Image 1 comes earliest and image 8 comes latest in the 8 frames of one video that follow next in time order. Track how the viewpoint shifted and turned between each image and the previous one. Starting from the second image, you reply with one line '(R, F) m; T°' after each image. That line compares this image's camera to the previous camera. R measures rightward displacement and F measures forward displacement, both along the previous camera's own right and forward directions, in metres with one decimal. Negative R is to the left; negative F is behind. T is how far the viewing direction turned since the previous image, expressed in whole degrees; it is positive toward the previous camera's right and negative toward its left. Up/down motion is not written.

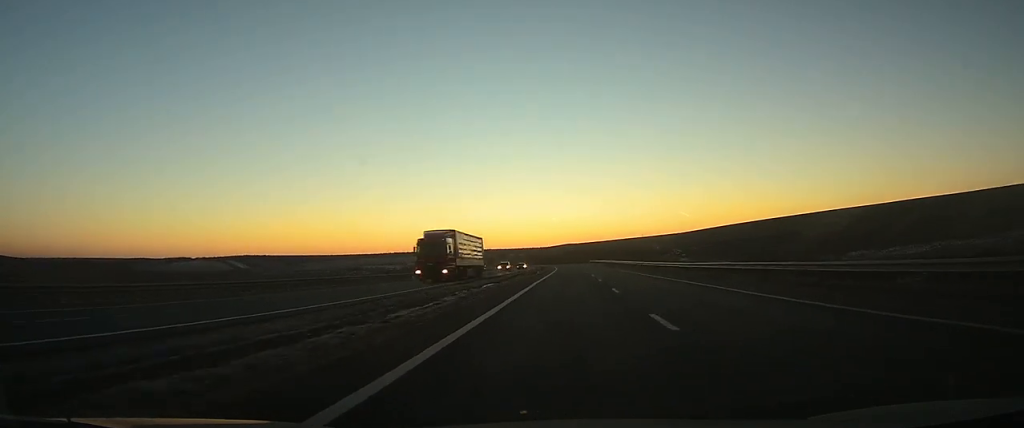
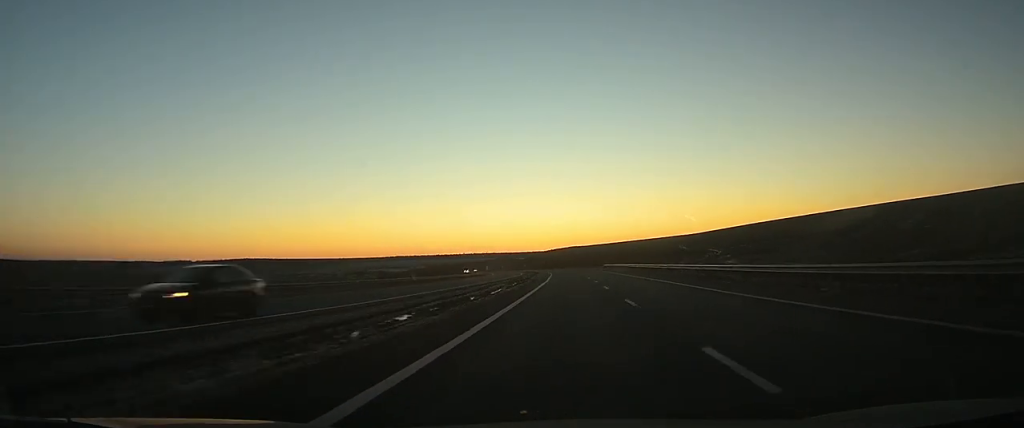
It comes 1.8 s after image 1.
(0.0, +53.1) m; -1°
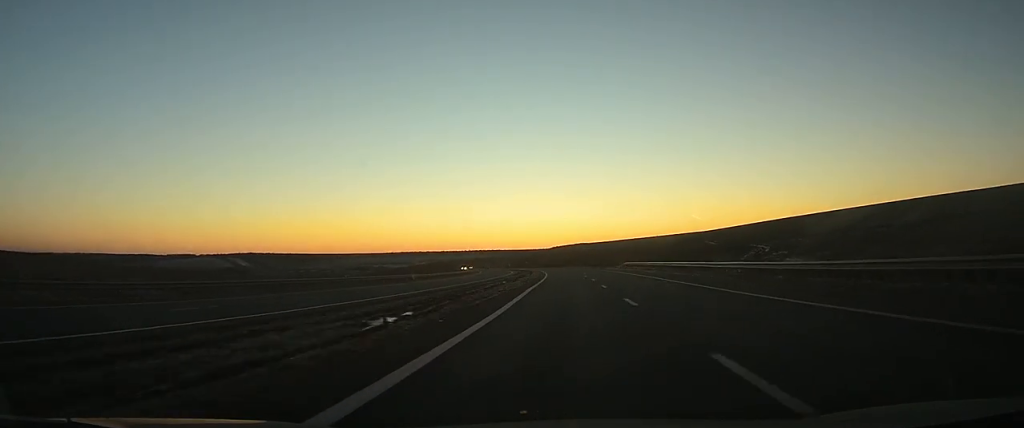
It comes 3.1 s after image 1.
(-0.3, +35.5) m; -1°
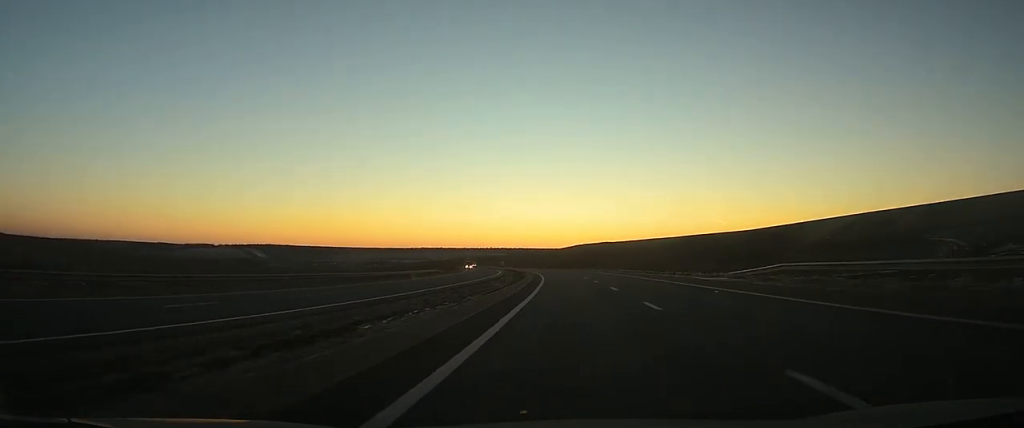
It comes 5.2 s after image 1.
(-0.9, +58.9) m; -2°
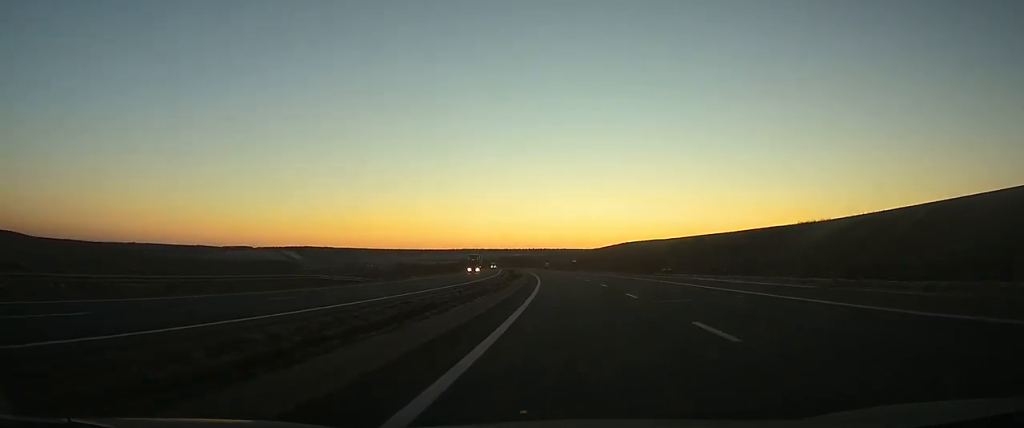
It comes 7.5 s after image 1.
(-1.1, +67.6) m; -3°
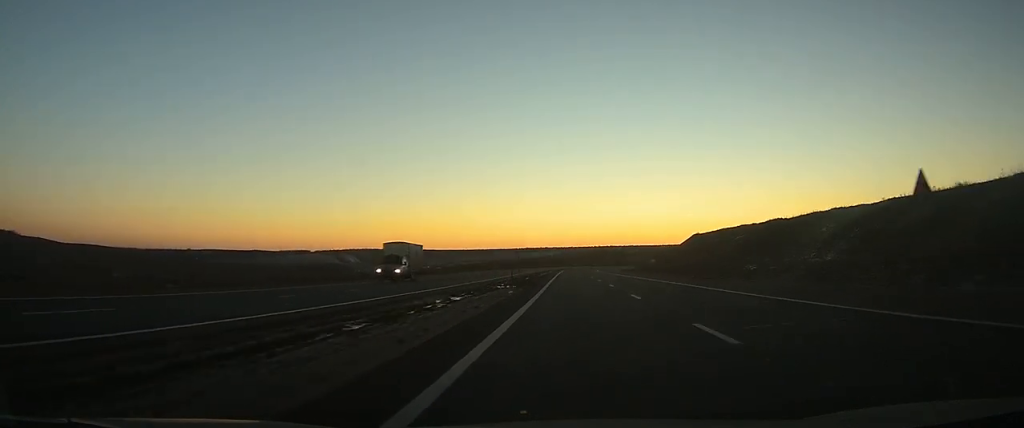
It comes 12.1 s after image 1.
(-9.1, +133.1) m; -6°
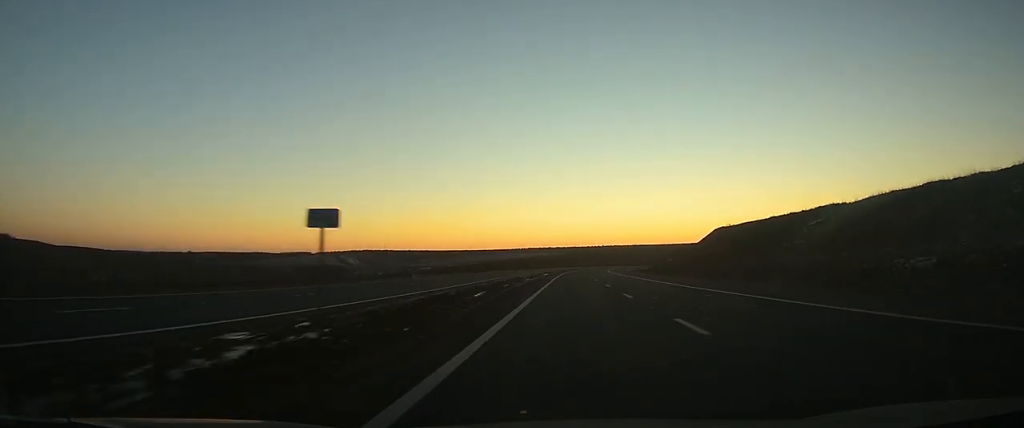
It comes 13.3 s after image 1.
(-0.3, +33.1) m; 0°
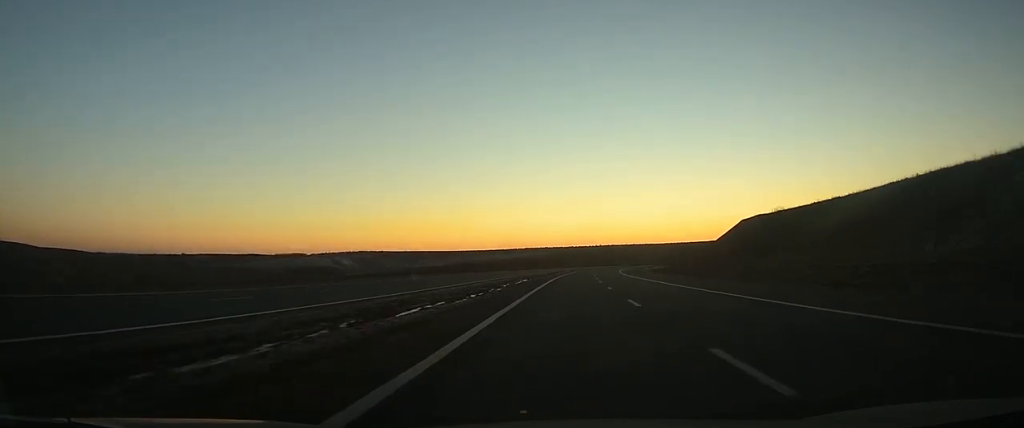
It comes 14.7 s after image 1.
(+0.1, +38.5) m; +1°
